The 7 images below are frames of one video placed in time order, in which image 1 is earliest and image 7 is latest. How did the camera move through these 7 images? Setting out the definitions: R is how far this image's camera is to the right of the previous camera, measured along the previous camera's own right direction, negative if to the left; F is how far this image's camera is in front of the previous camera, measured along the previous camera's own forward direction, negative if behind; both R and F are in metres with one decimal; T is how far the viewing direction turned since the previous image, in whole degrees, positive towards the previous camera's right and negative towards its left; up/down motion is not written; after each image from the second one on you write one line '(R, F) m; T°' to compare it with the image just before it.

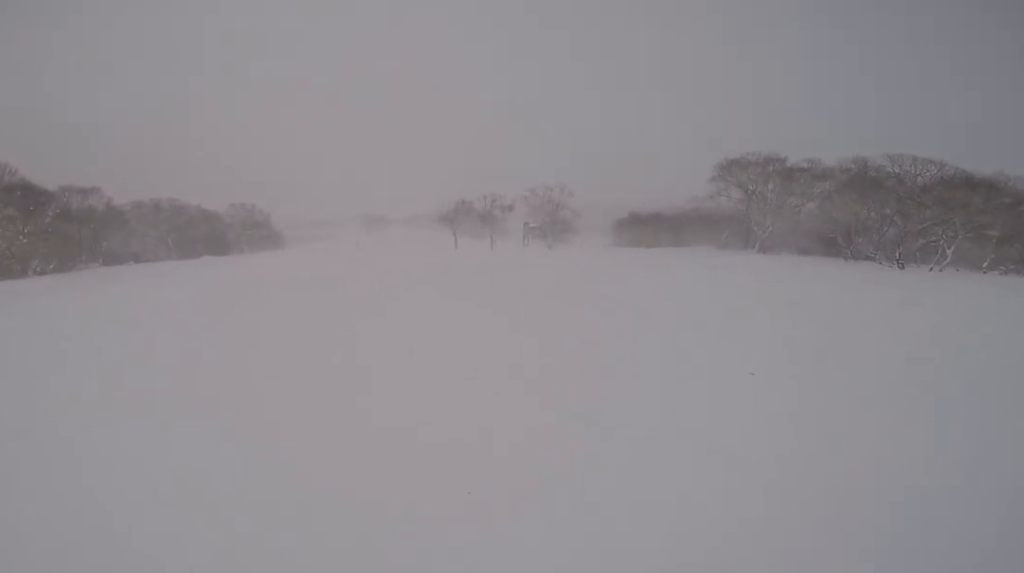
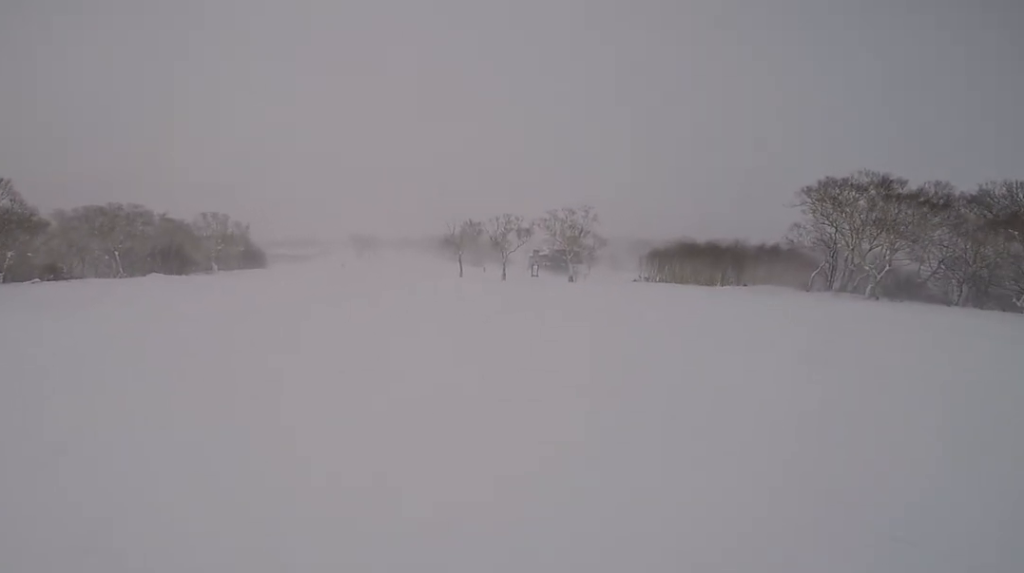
(-0.8, +12.8) m; -3°
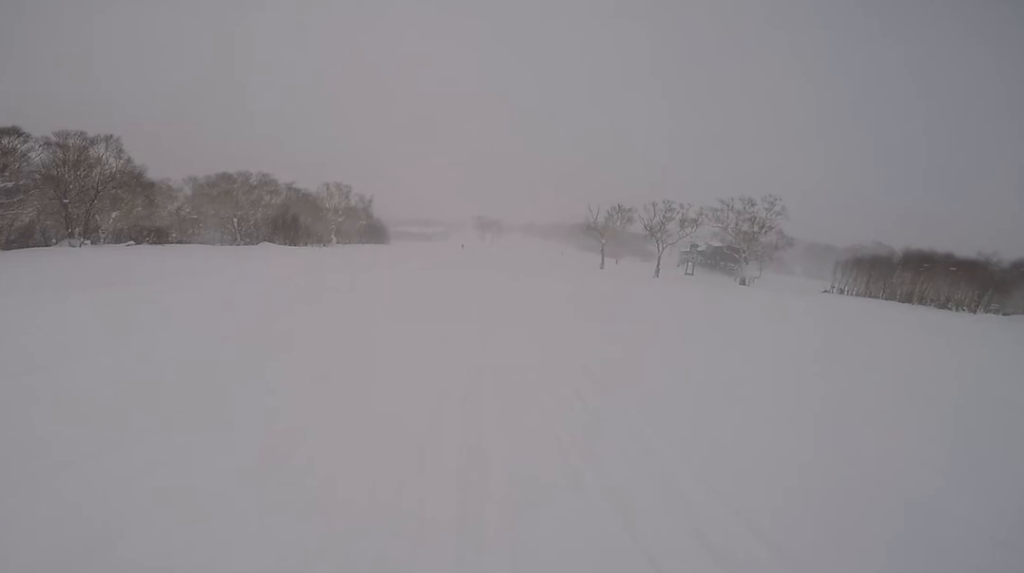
(+0.1, +7.4) m; +3°
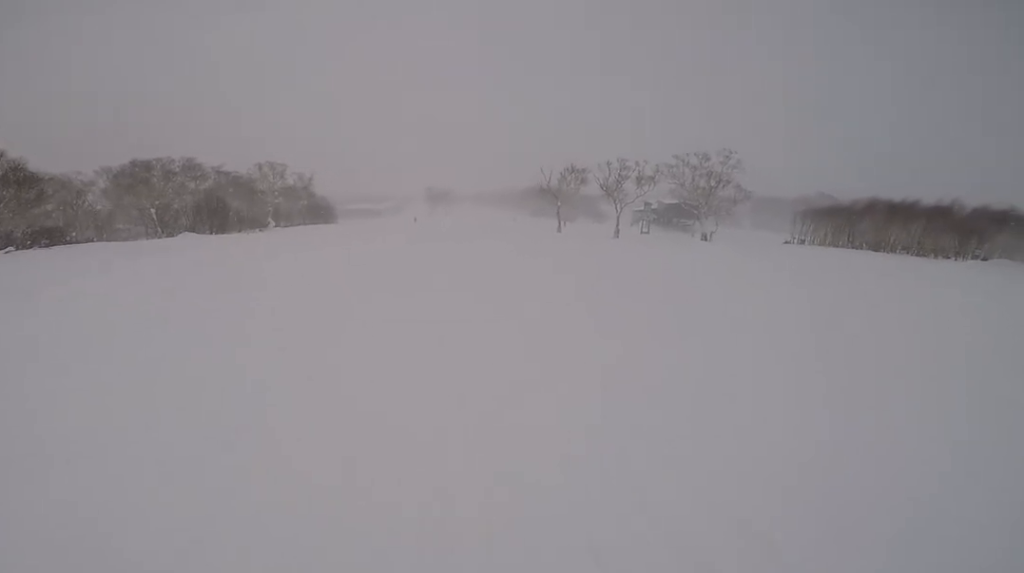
(-0.3, +4.3) m; +3°
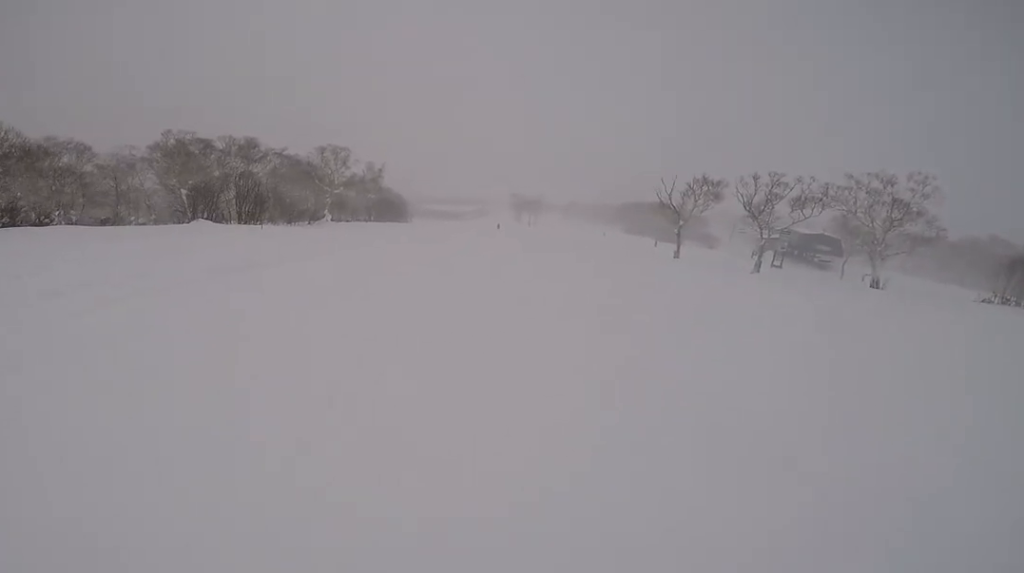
(0.0, +10.5) m; -6°
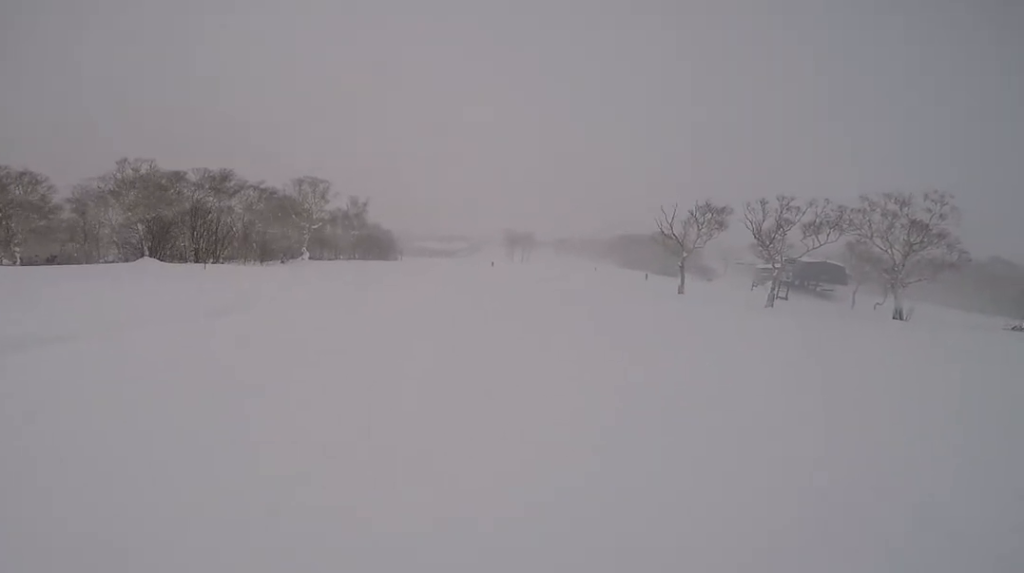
(+0.3, +4.9) m; -1°
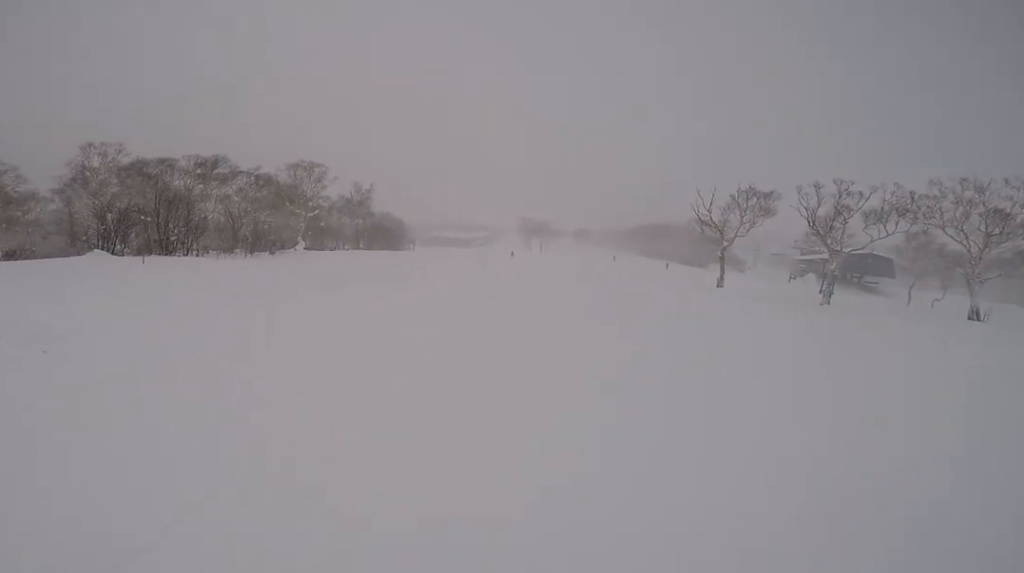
(0.0, +5.3) m; +3°
